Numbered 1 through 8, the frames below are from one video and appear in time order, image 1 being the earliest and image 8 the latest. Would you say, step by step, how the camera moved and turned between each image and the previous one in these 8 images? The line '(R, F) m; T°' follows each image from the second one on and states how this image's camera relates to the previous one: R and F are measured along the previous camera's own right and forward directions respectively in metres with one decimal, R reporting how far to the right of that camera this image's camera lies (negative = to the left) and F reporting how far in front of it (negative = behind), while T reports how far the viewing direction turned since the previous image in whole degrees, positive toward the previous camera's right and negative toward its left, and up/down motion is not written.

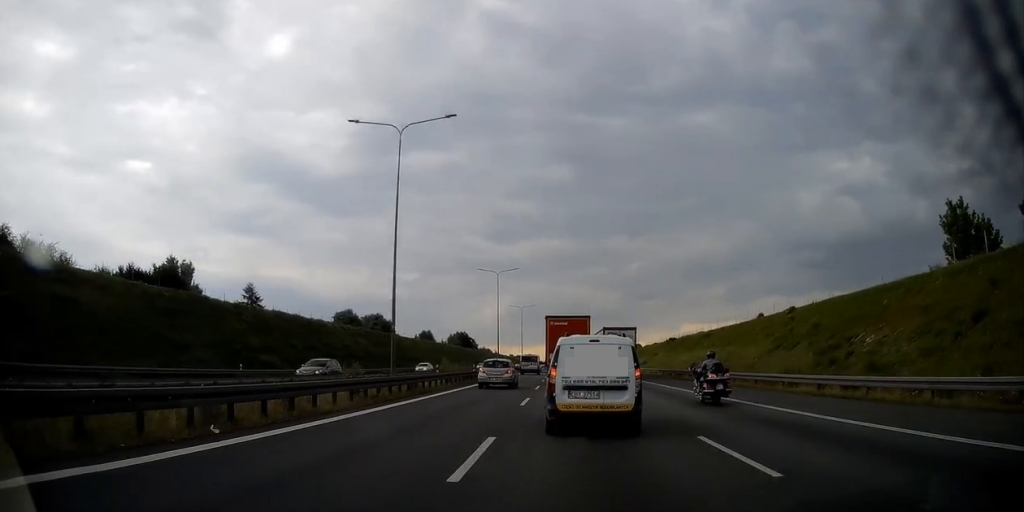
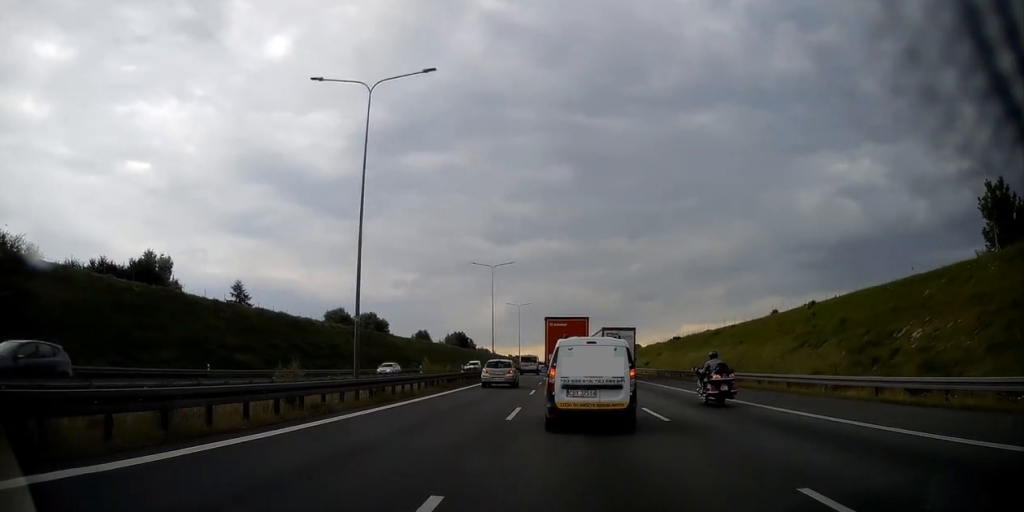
(0.0, +4.9) m; 0°
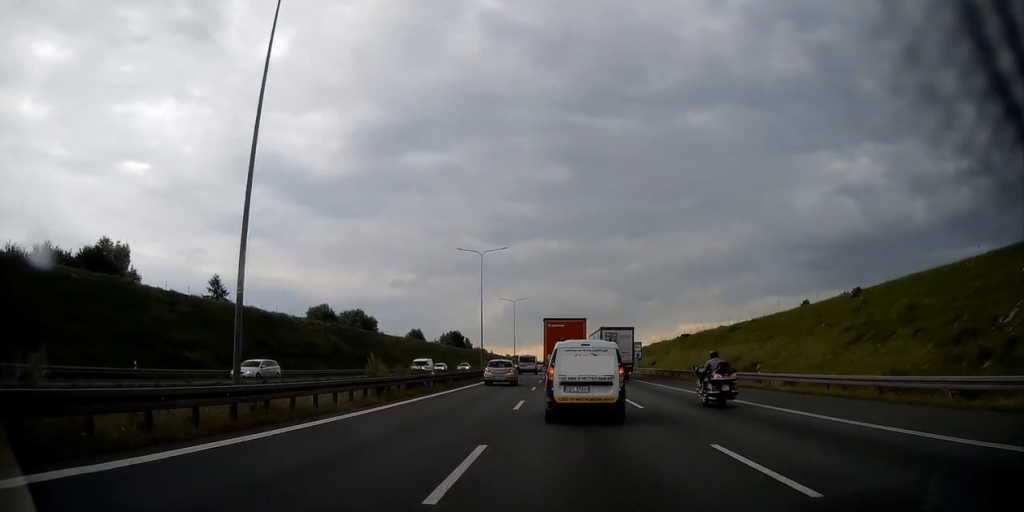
(0.0, +8.7) m; +2°
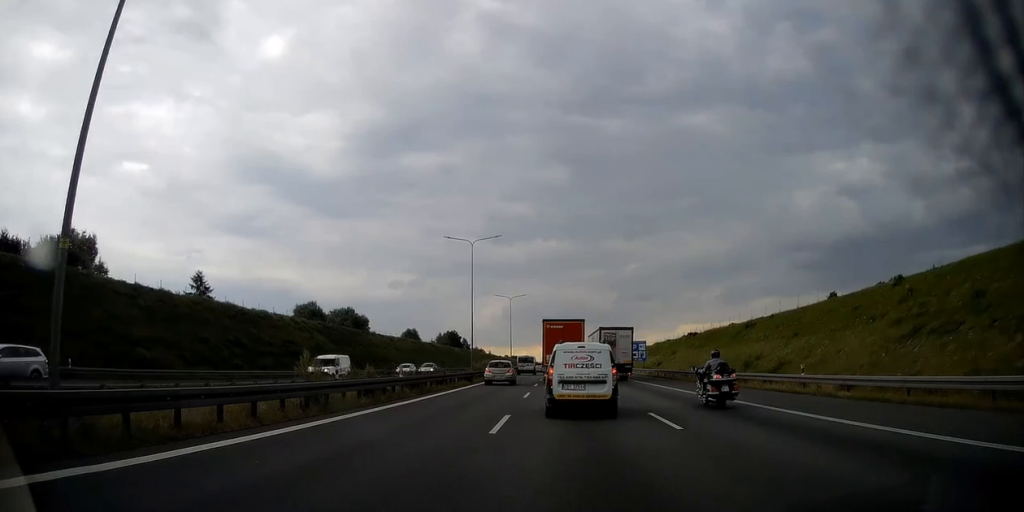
(+0.2, +6.1) m; +2°
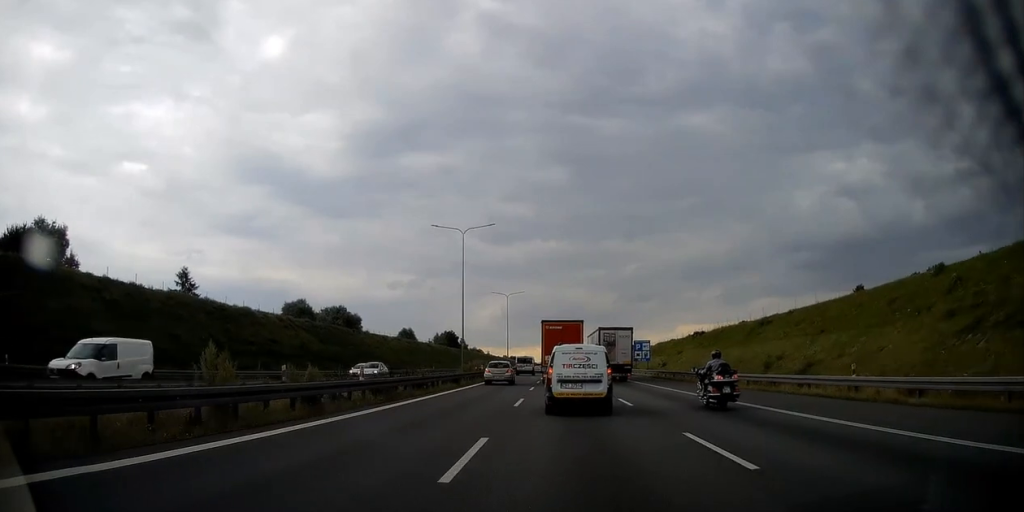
(+0.1, +4.9) m; +1°
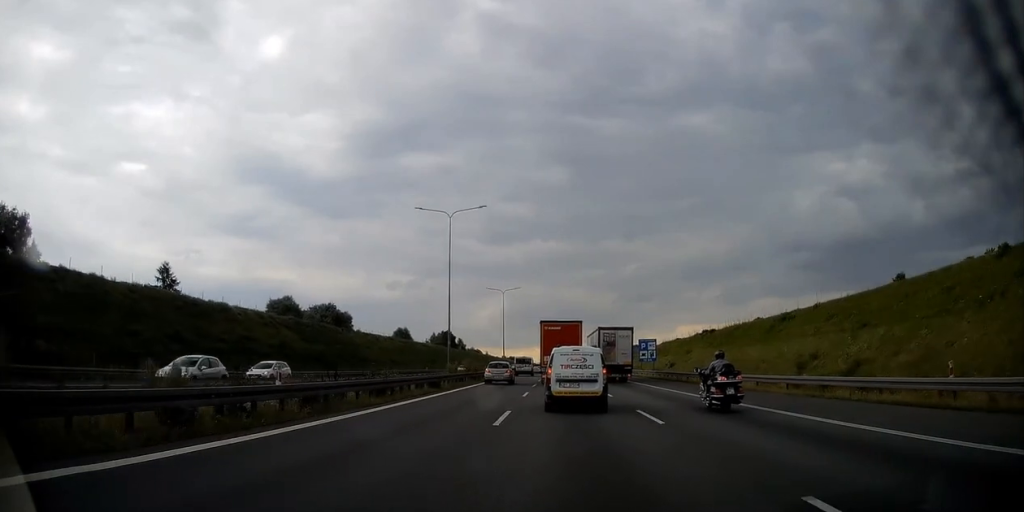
(0.0, +6.1) m; -2°
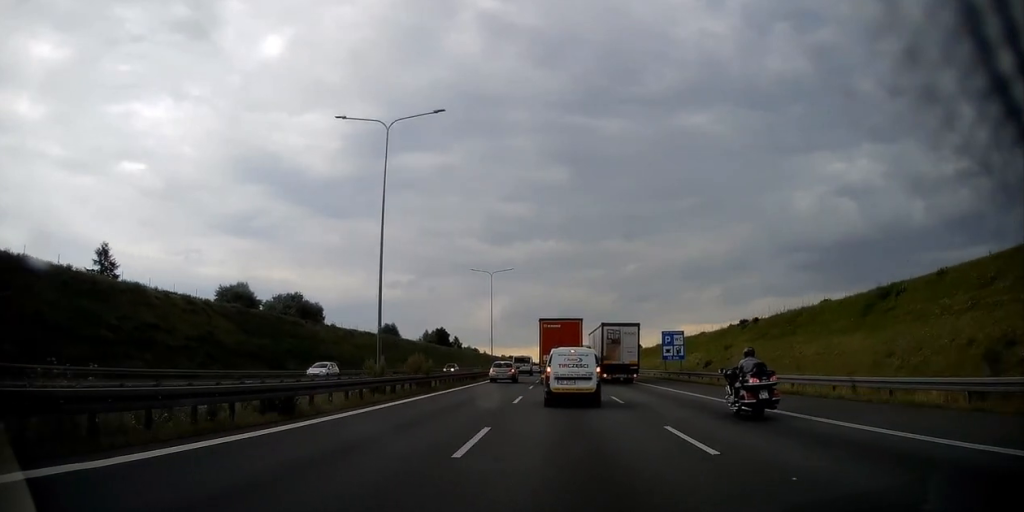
(-0.6, +16.9) m; -2°
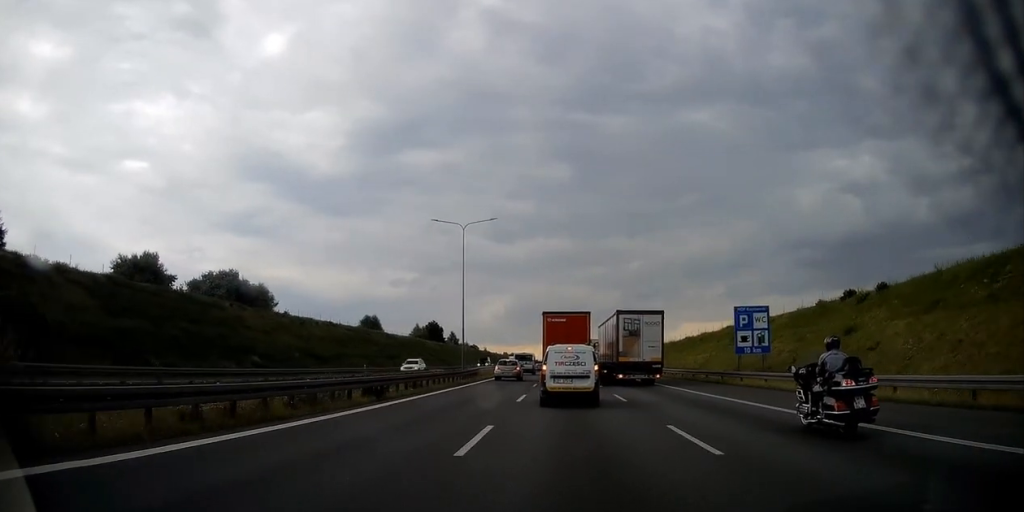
(-0.2, +23.5) m; 0°
